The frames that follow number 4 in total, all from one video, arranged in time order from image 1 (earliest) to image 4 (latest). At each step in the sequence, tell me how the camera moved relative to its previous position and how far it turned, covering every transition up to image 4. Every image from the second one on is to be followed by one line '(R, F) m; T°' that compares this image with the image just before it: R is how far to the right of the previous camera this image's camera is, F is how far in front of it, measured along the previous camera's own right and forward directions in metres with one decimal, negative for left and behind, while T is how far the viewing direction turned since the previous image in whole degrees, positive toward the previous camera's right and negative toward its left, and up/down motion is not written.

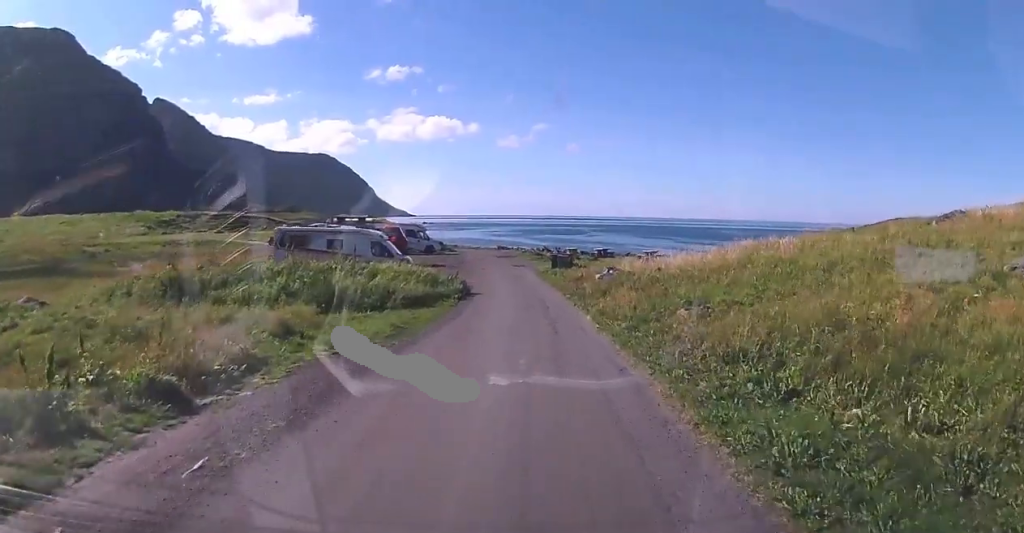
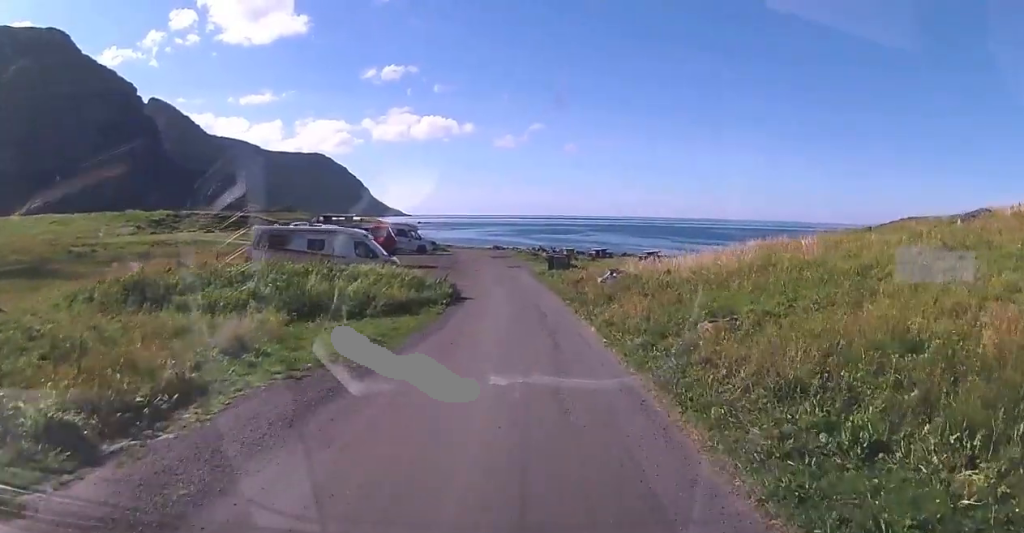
(0.0, +2.3) m; 0°
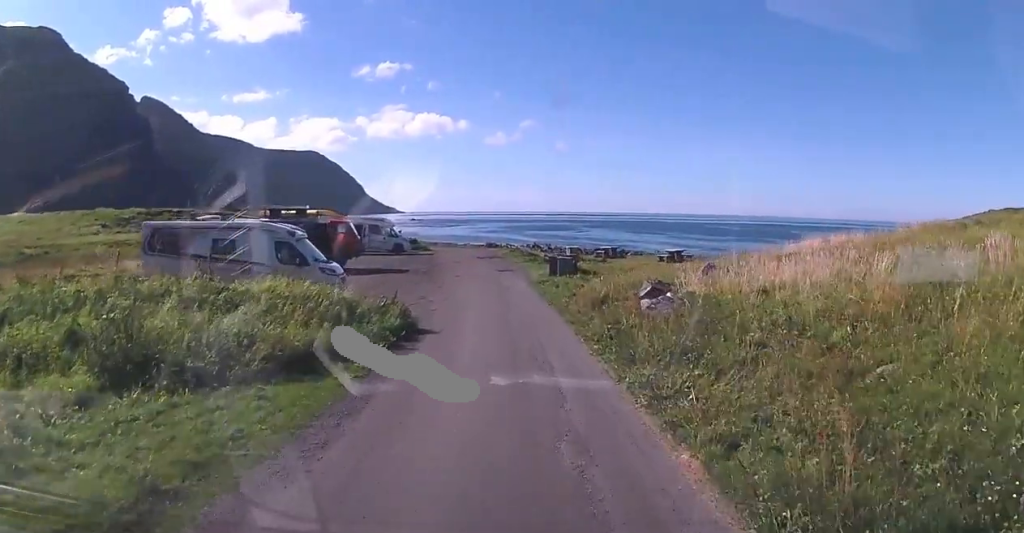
(+0.5, +9.3) m; +6°
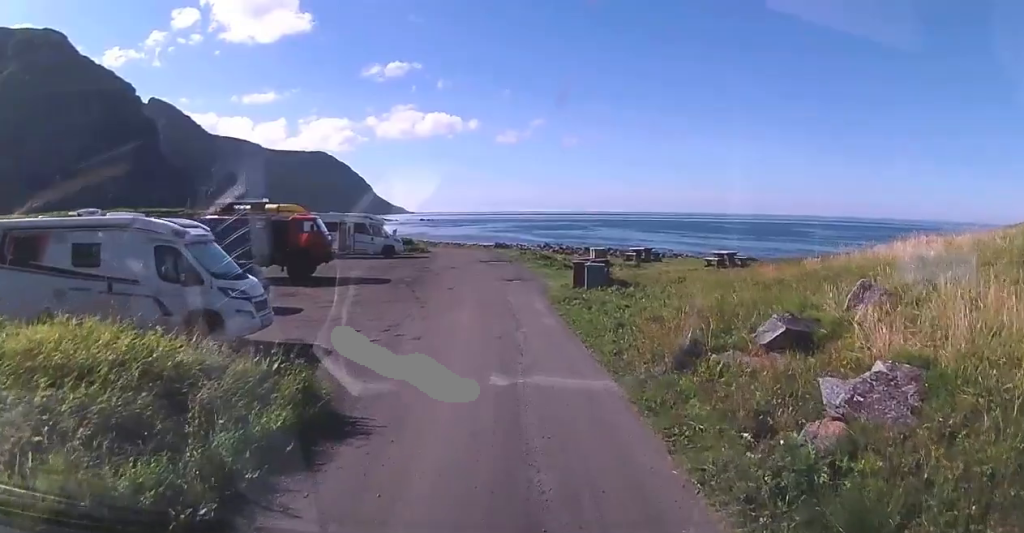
(-0.3, +7.9) m; -2°
